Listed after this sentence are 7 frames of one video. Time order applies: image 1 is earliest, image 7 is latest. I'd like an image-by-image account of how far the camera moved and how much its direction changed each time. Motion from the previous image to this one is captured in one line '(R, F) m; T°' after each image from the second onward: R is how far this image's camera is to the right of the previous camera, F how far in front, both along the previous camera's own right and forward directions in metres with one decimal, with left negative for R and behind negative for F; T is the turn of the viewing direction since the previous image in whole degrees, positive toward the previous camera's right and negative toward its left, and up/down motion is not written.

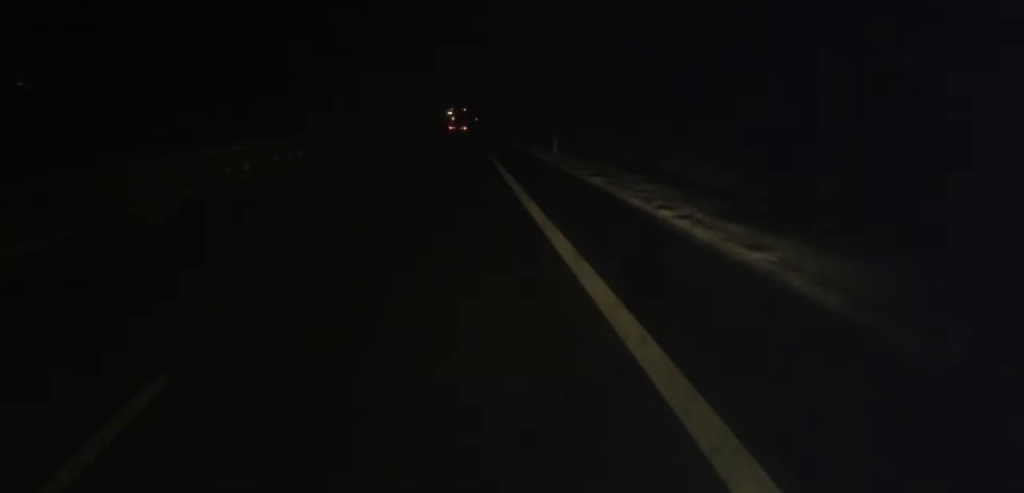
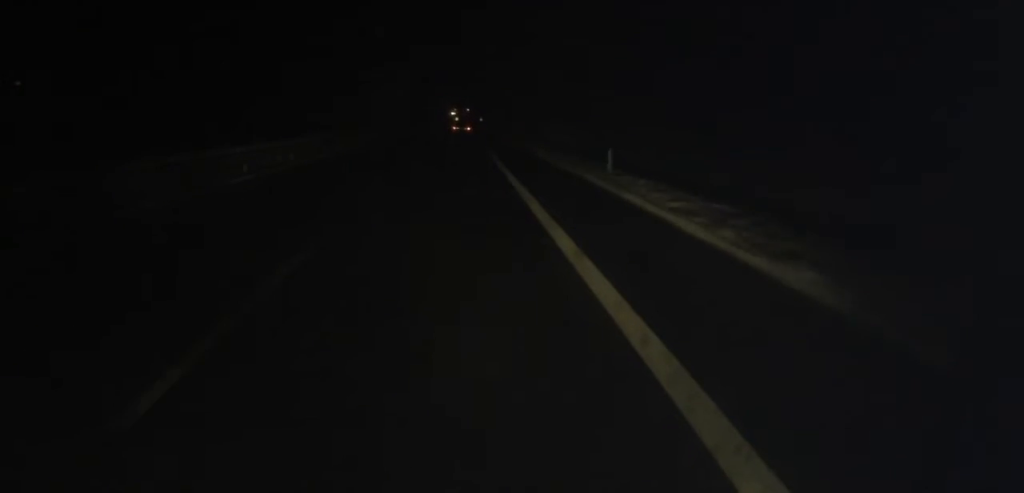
(0.0, +12.5) m; 0°
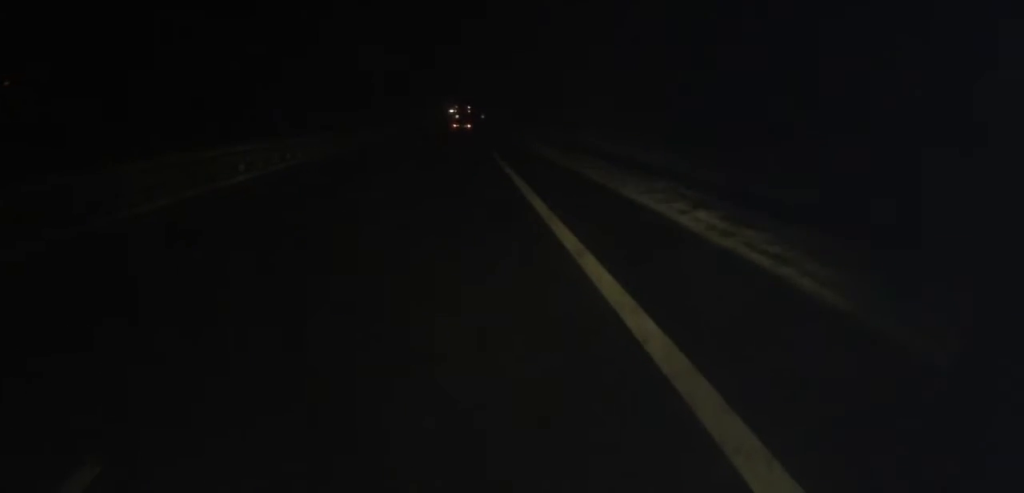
(0.0, +24.4) m; +1°
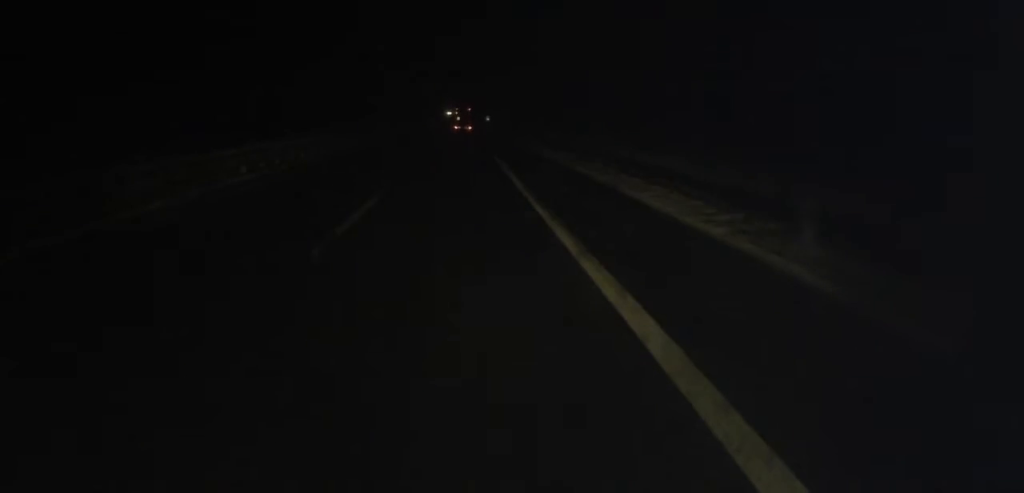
(+0.6, +42.4) m; +1°
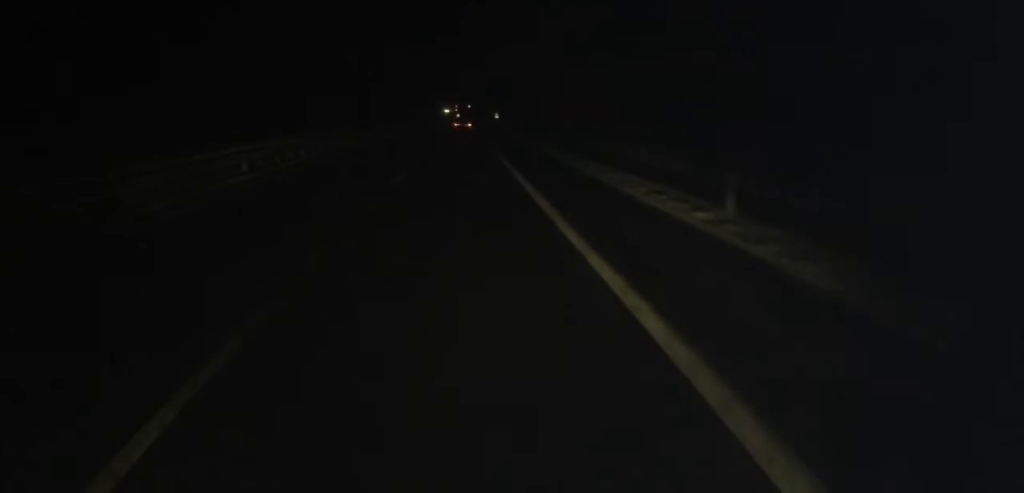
(+0.2, +44.4) m; 0°
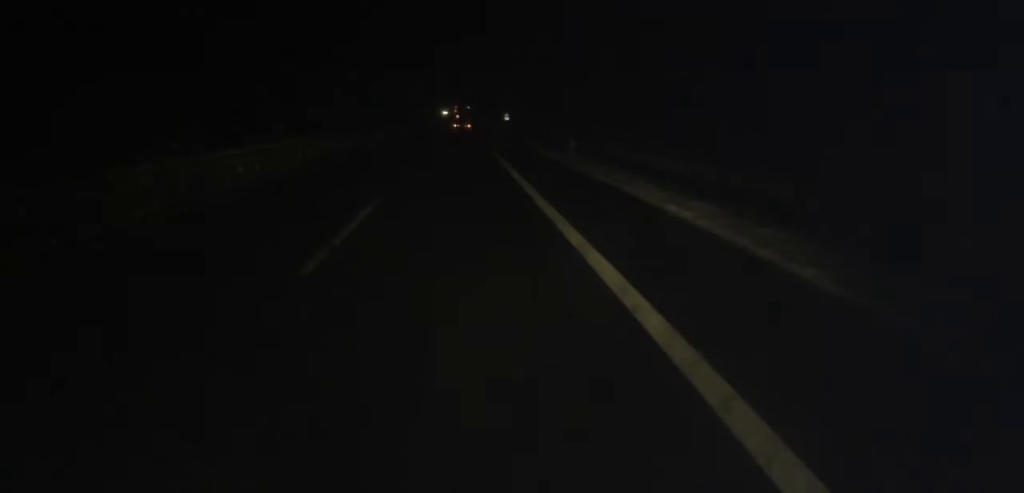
(-0.6, +28.3) m; -1°
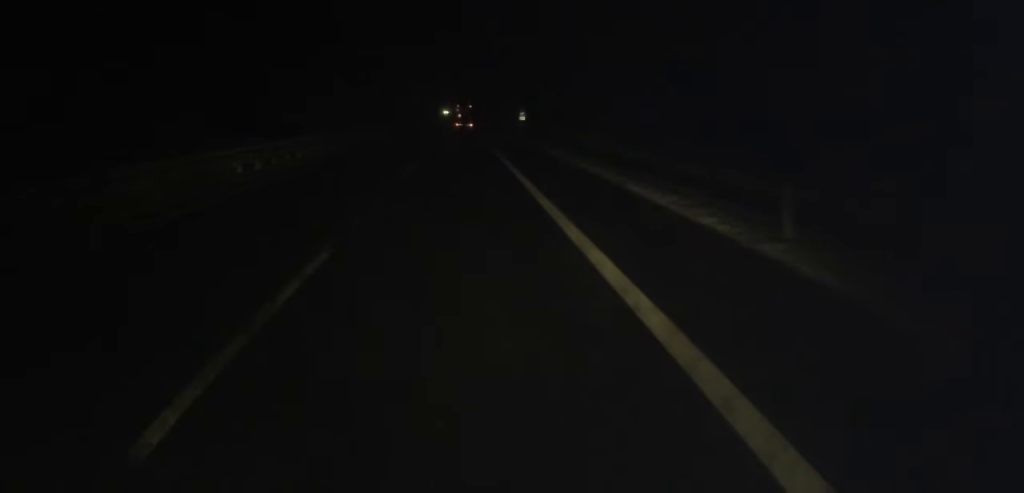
(+0.1, +22.1) m; +1°
